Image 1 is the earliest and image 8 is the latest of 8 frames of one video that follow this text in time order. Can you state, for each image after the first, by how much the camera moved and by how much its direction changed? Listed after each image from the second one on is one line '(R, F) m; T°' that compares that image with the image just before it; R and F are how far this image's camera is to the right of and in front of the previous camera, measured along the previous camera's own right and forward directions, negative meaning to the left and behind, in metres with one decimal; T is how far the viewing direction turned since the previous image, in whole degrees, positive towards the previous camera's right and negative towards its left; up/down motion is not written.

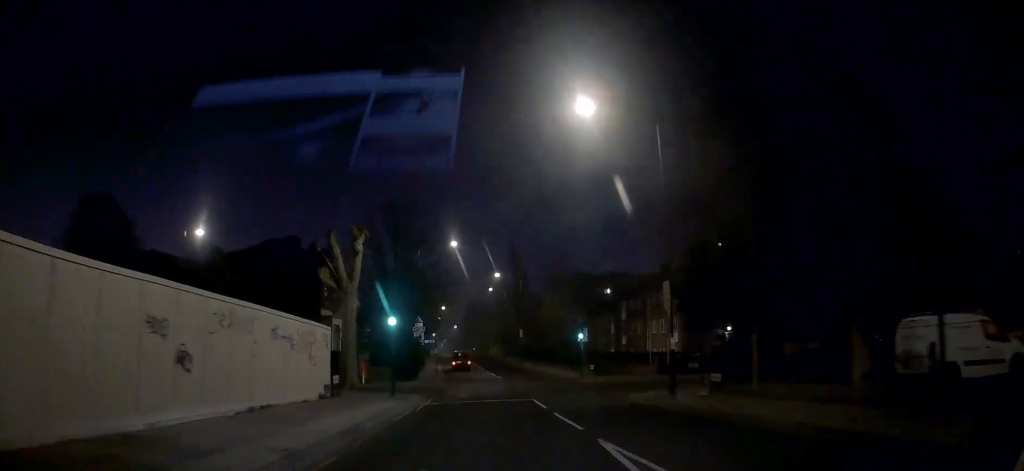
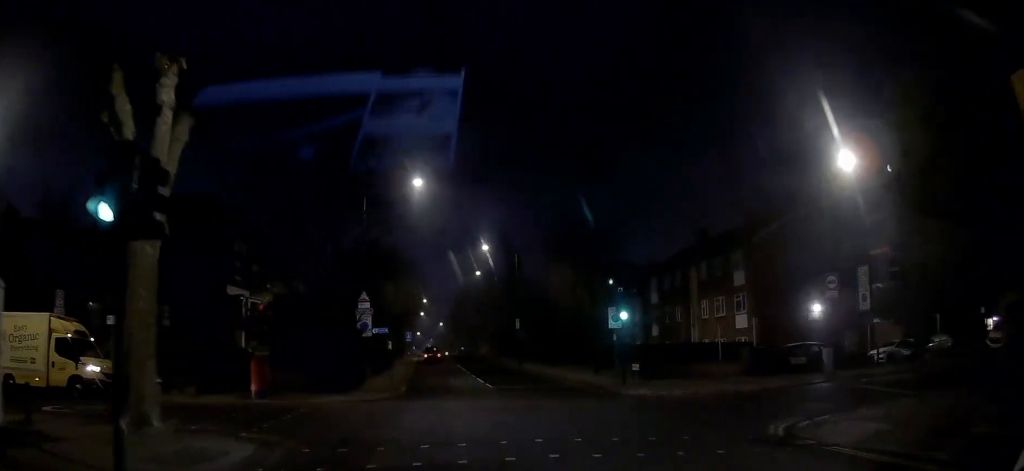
(+0.3, +17.3) m; -1°
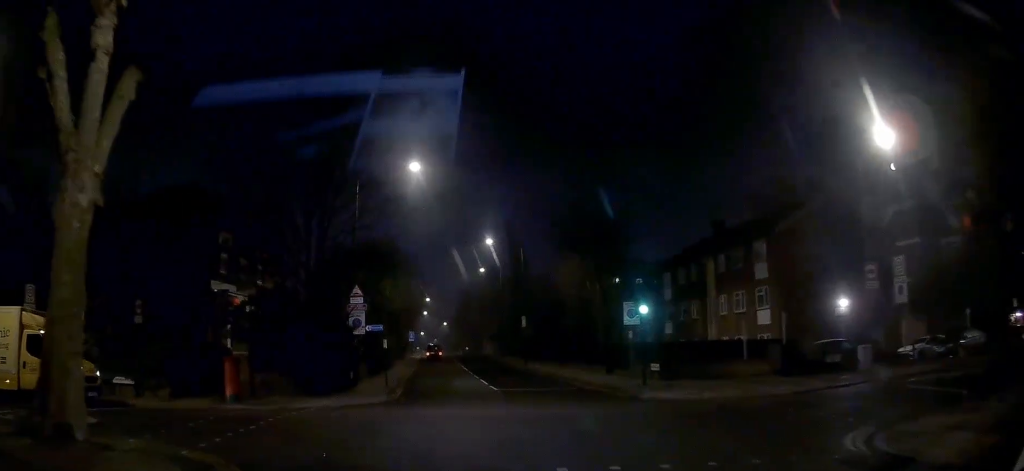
(0.0, +3.1) m; -2°
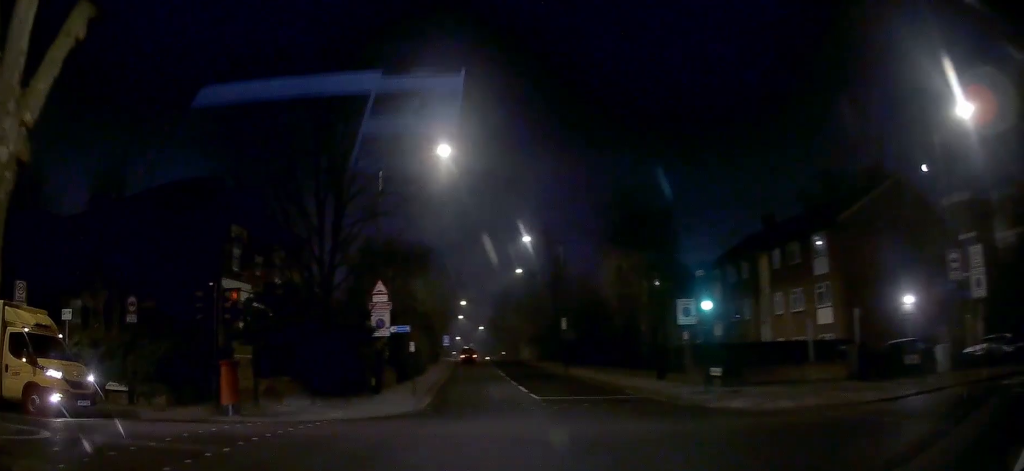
(-0.2, +3.2) m; -6°
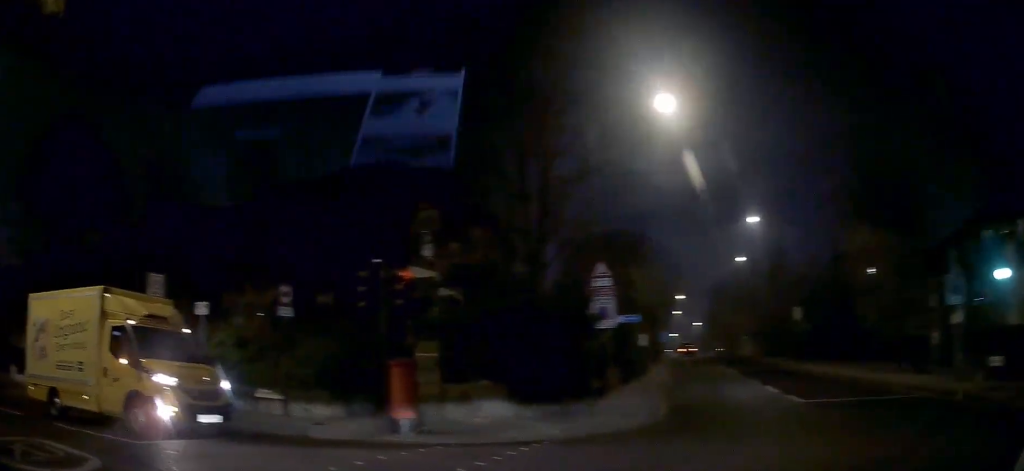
(-0.5, +4.9) m; -18°
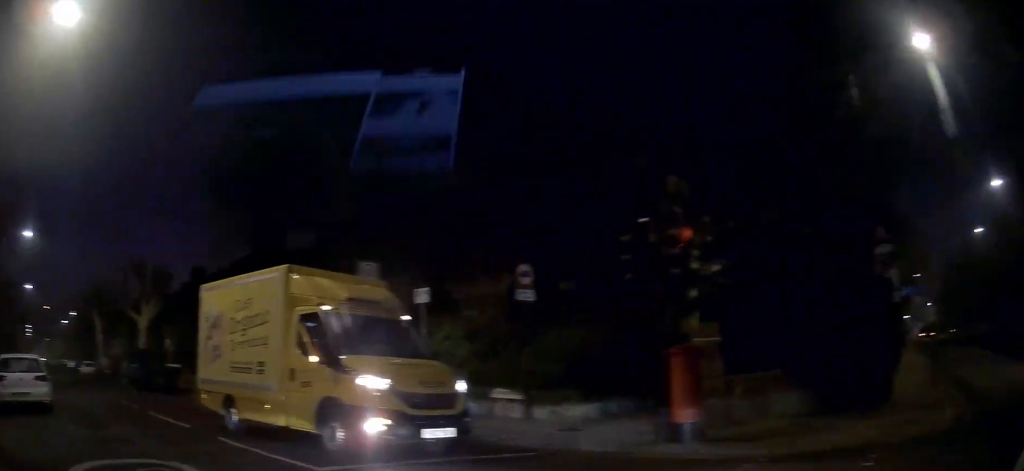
(-0.4, +3.0) m; -18°
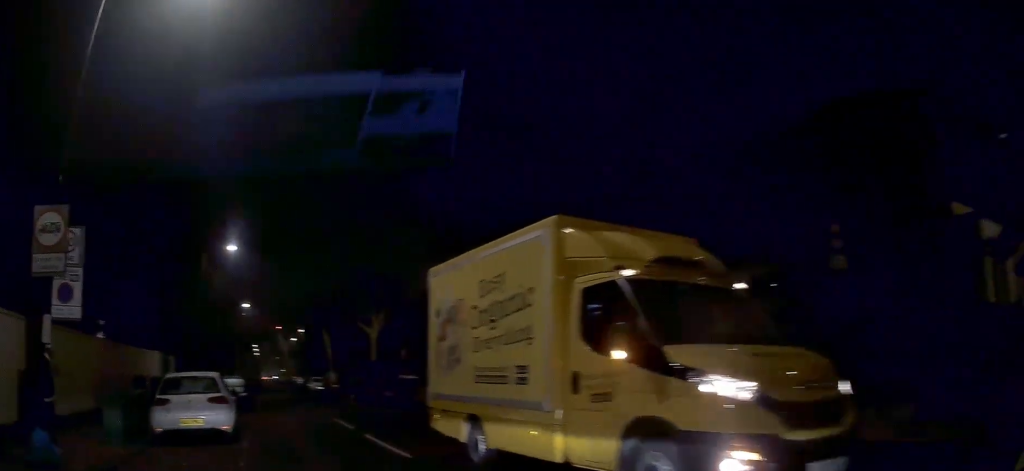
(-0.6, +3.2) m; -21°
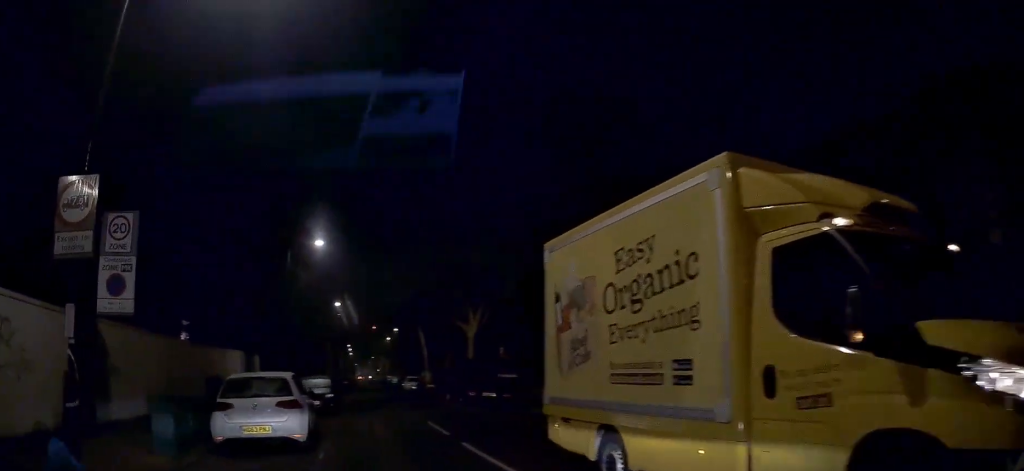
(-0.3, +1.7) m; -6°
